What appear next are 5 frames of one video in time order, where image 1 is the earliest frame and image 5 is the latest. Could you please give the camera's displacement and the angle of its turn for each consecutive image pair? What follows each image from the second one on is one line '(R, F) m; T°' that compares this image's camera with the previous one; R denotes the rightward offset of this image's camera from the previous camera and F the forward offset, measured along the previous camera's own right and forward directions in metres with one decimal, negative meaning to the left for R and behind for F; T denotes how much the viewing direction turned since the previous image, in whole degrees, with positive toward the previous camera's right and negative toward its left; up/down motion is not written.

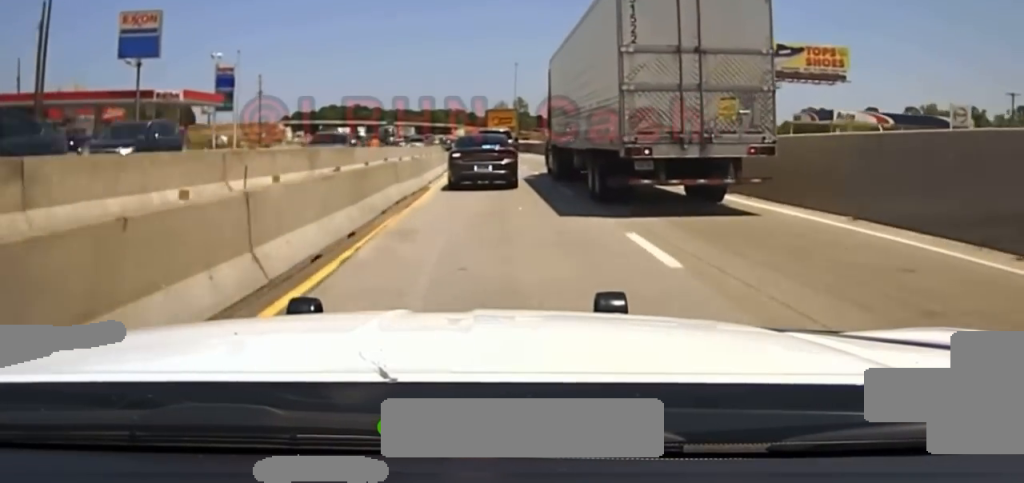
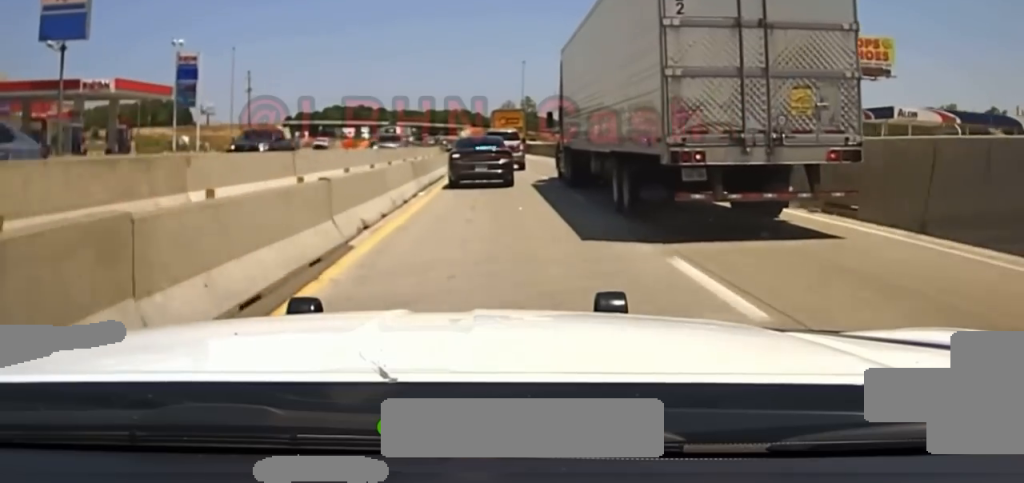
(0.0, +14.1) m; -1°
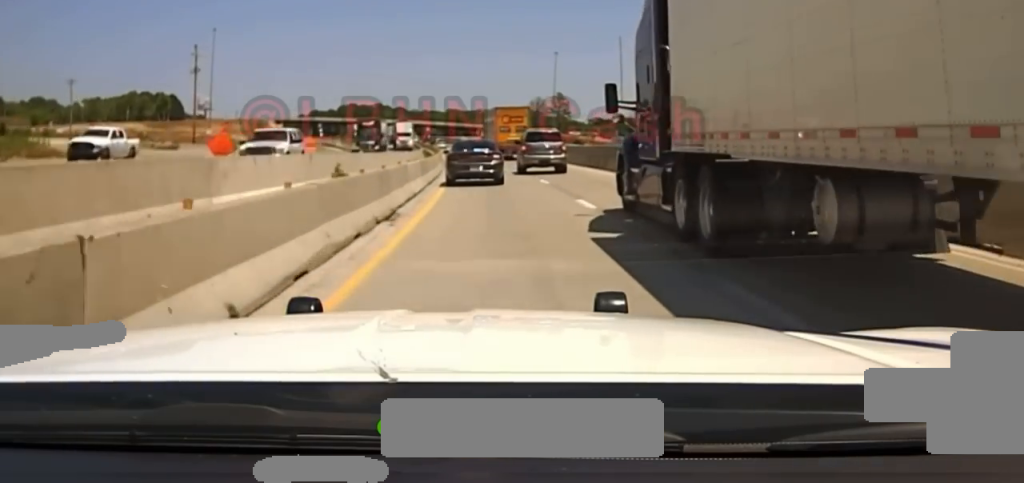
(-0.3, +48.3) m; -1°
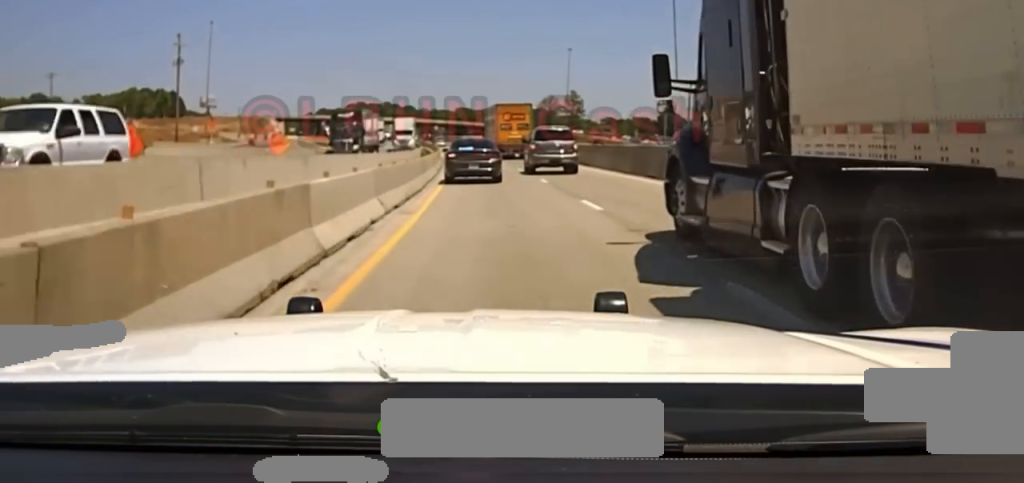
(-0.1, +13.0) m; -1°
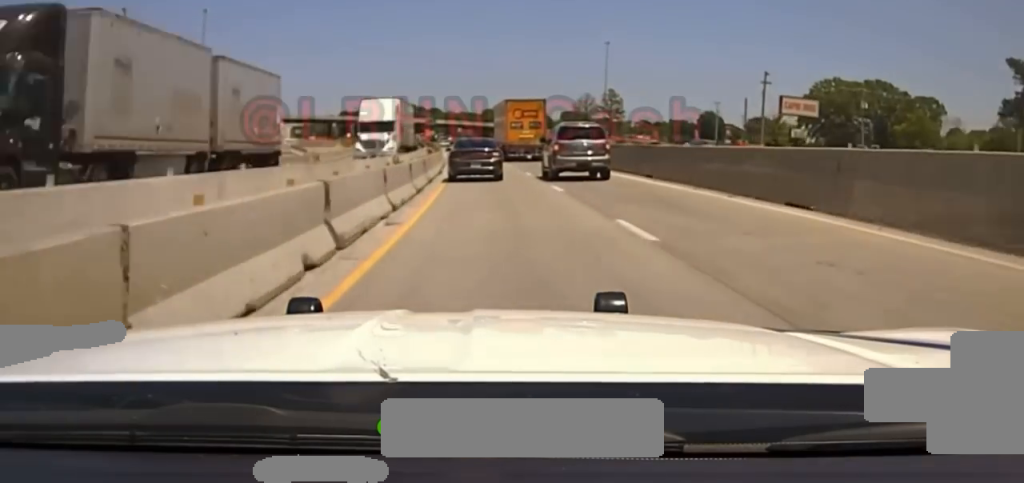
(-0.5, +30.6) m; -2°
